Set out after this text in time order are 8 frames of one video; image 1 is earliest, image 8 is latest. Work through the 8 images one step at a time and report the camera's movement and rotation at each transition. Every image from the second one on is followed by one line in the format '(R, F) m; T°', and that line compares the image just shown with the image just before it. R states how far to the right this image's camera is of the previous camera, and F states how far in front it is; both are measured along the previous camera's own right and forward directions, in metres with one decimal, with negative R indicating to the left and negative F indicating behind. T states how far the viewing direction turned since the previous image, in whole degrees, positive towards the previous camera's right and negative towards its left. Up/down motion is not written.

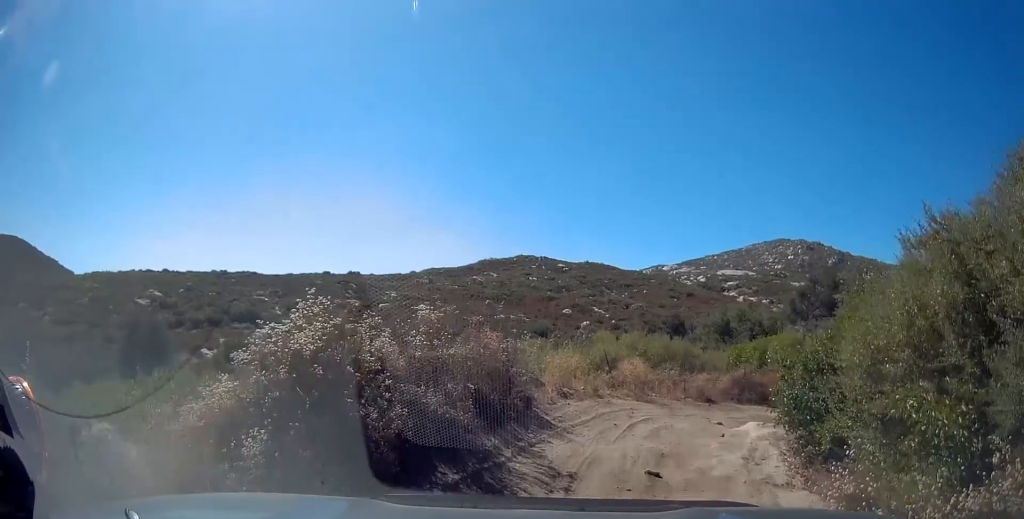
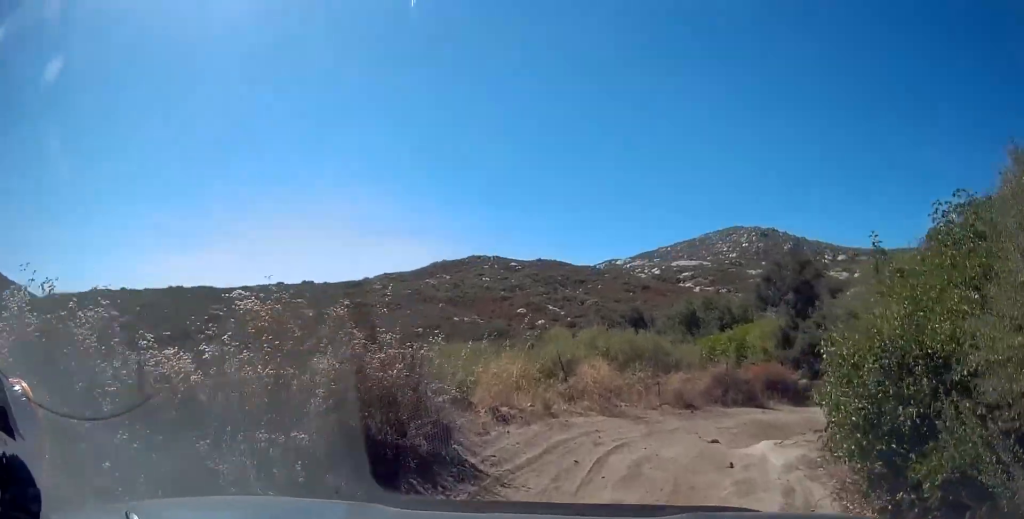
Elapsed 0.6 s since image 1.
(0.0, +2.9) m; +2°
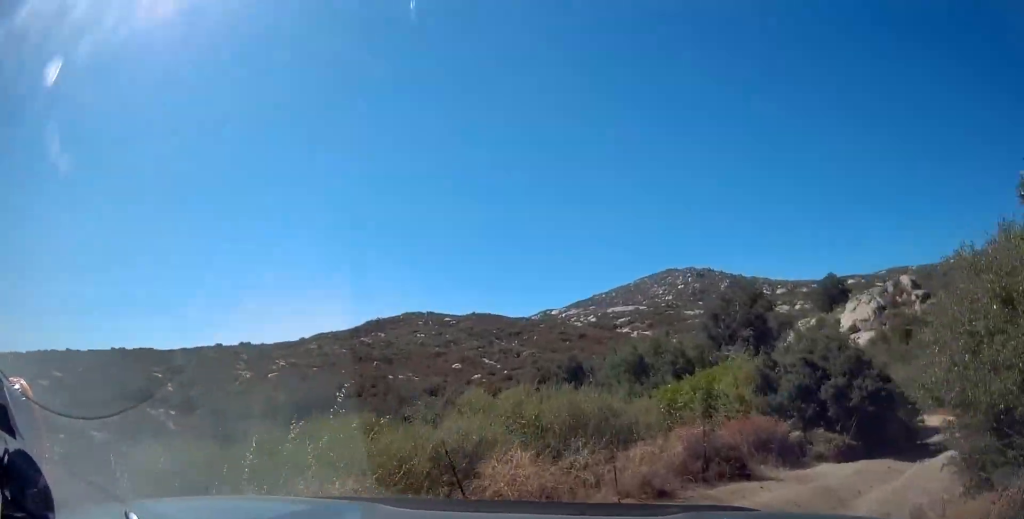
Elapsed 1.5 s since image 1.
(+0.1, +3.9) m; +7°
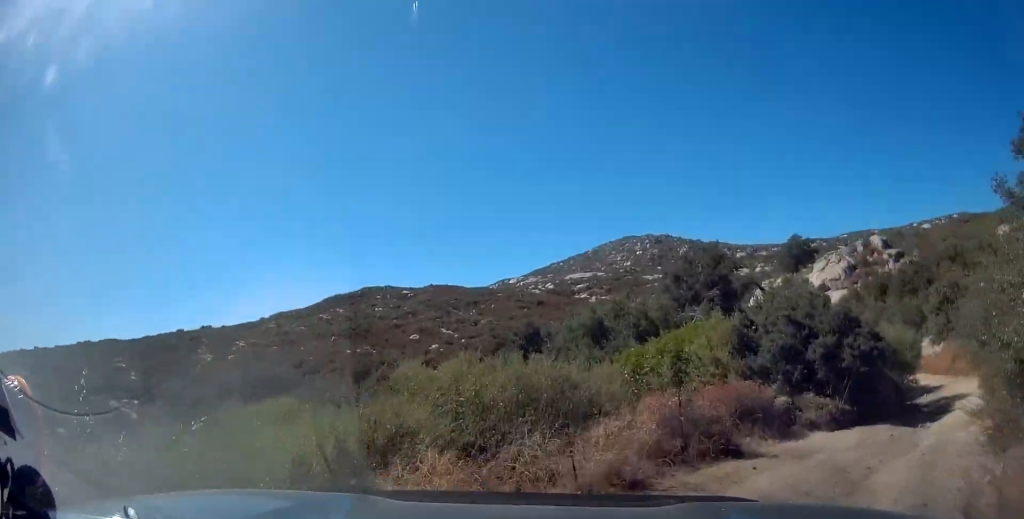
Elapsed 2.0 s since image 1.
(0.0, +1.6) m; +4°
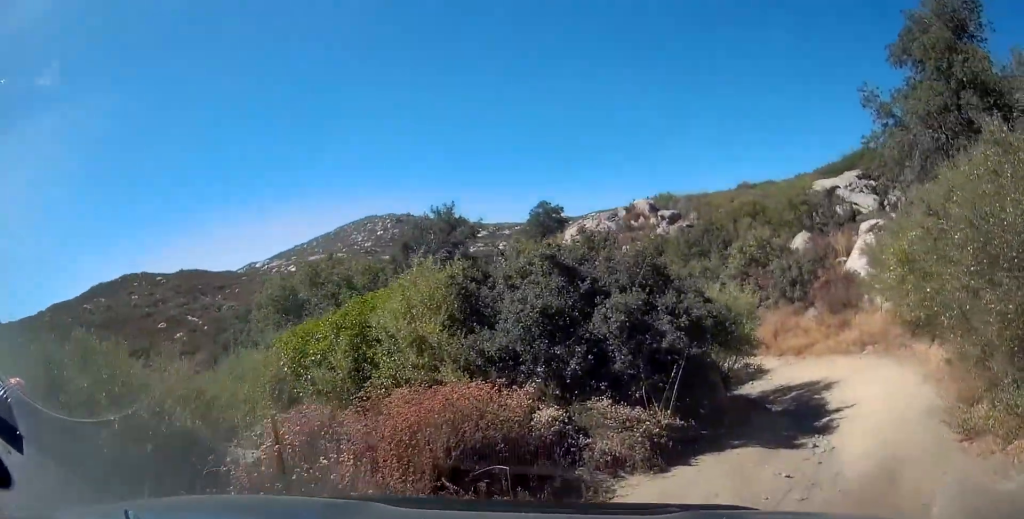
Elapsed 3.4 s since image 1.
(+1.2, +6.2) m; +23°
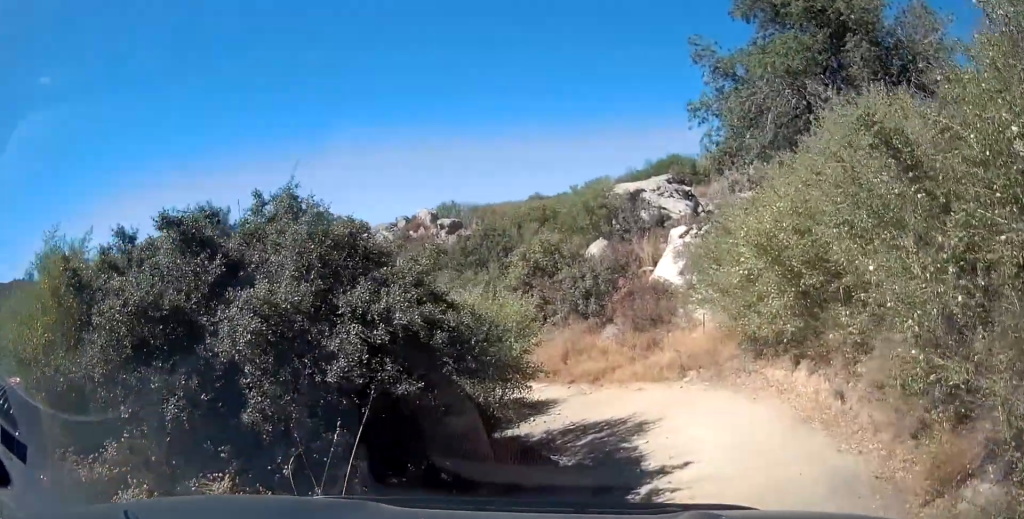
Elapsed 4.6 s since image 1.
(+0.9, +4.7) m; +25°
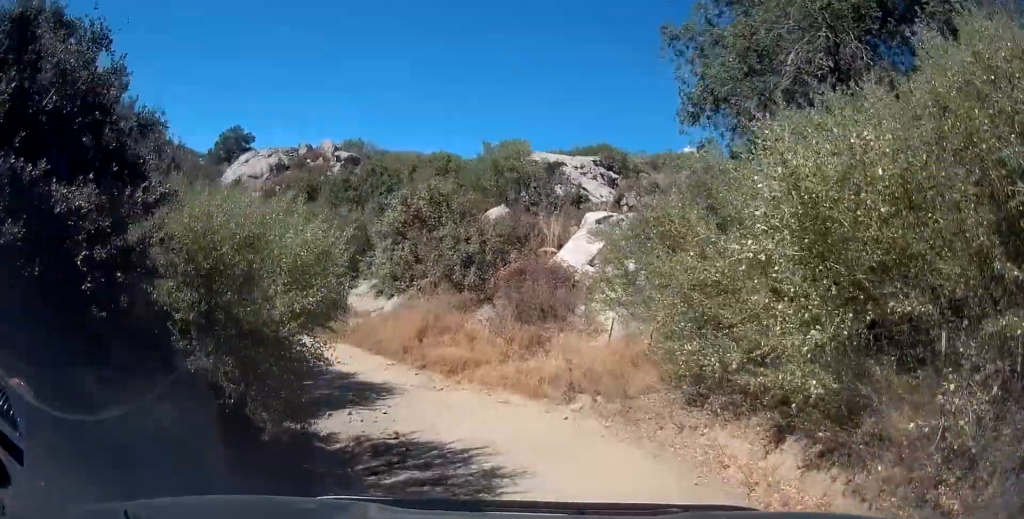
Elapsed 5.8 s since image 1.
(+1.1, +4.4) m; +11°
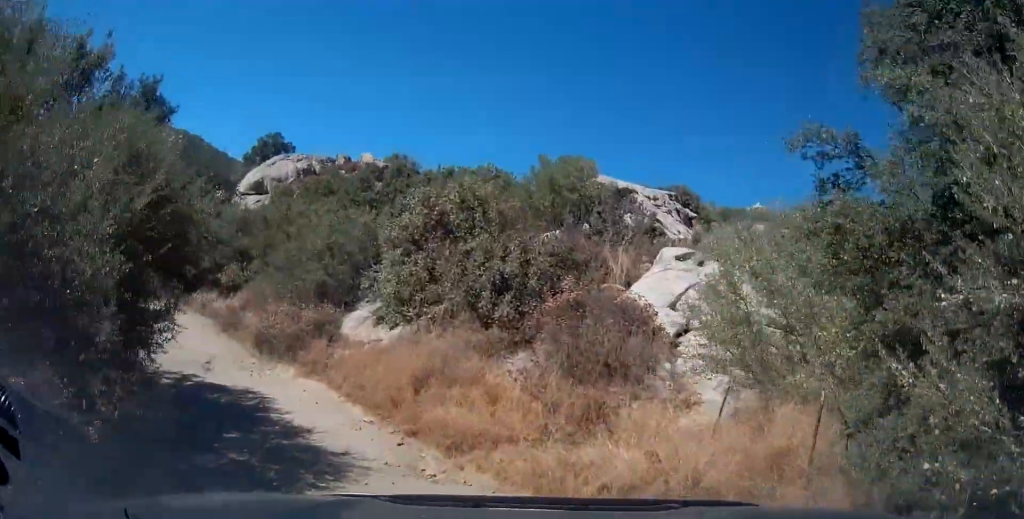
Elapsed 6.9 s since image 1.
(-0.5, +4.4) m; -19°
